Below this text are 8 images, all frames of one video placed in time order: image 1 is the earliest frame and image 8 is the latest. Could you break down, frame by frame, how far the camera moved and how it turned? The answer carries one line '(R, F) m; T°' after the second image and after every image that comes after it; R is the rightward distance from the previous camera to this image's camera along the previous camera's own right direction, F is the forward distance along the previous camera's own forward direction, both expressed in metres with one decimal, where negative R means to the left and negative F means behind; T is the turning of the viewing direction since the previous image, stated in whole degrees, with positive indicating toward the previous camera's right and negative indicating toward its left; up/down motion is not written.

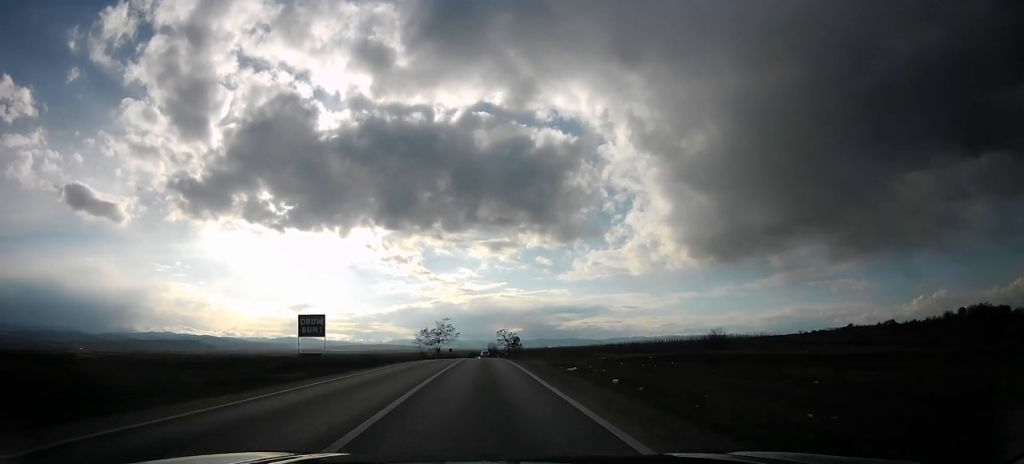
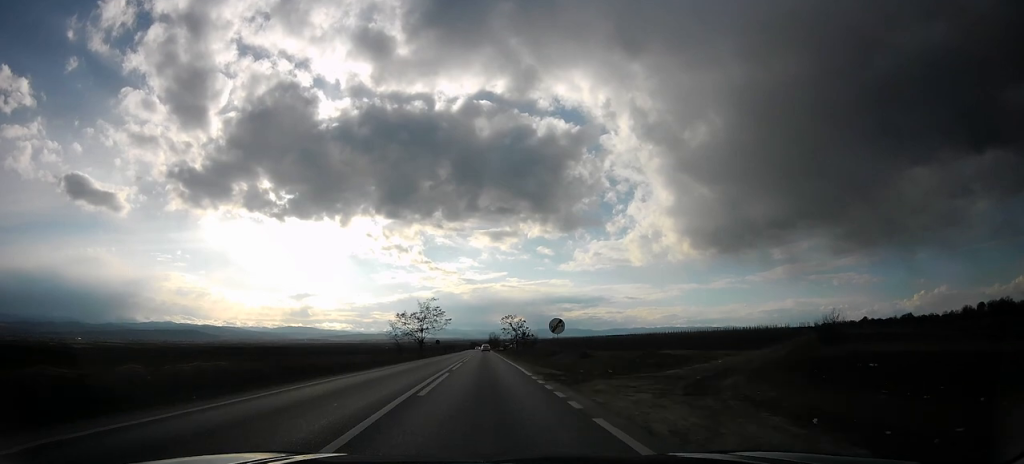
(-0.2, +29.4) m; 0°
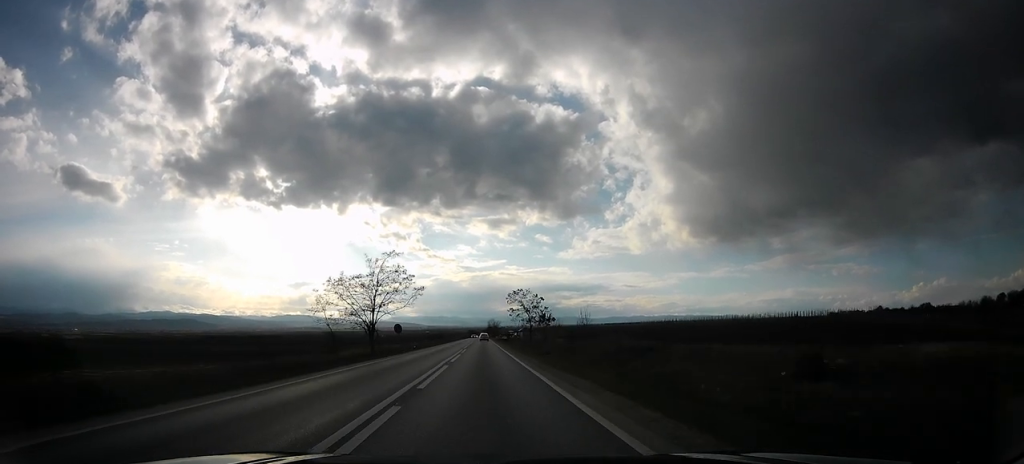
(+0.3, +32.6) m; +1°
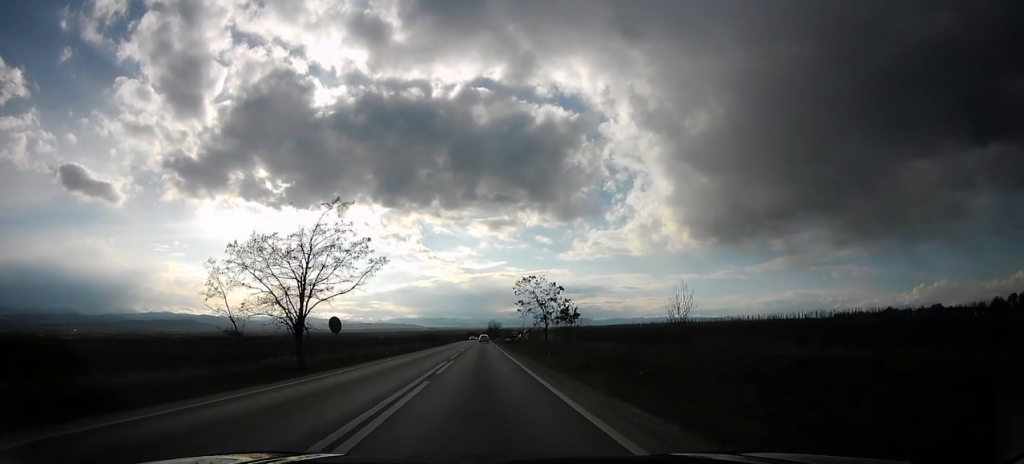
(+0.1, +17.5) m; 0°
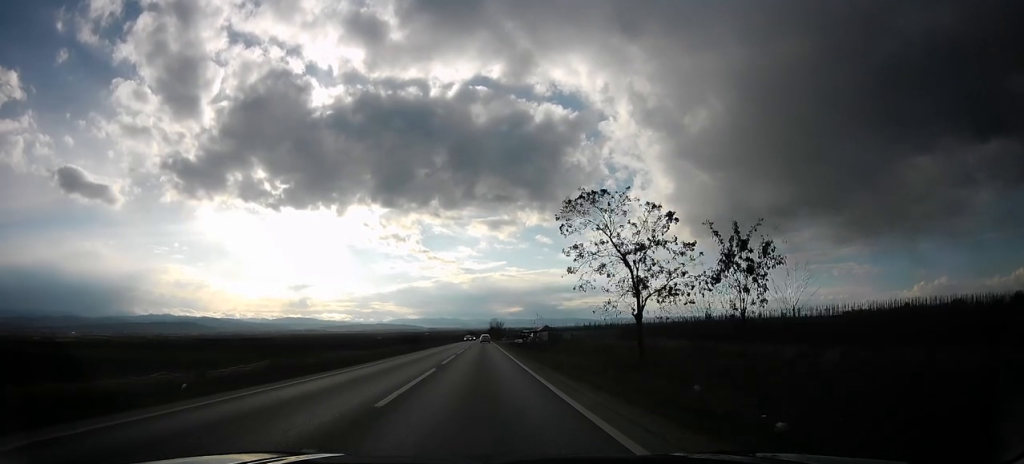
(0.0, +31.2) m; -1°
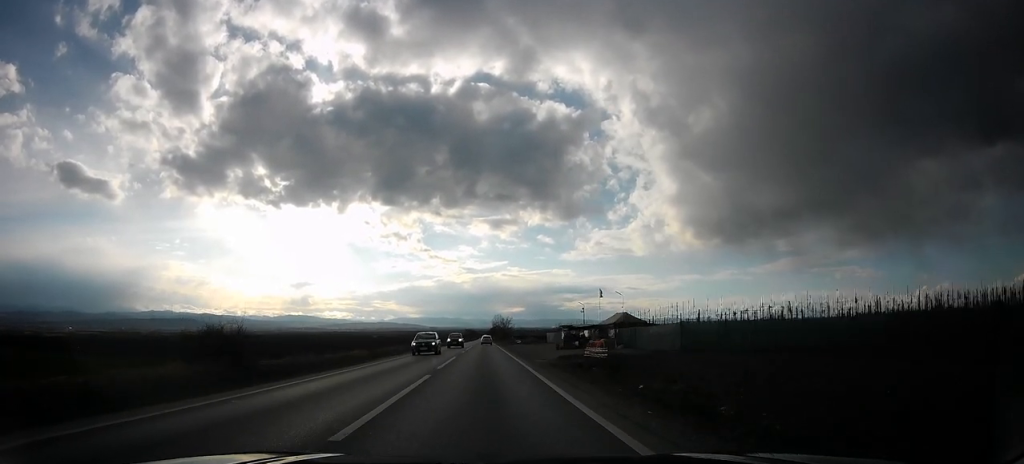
(-0.7, +55.5) m; -1°
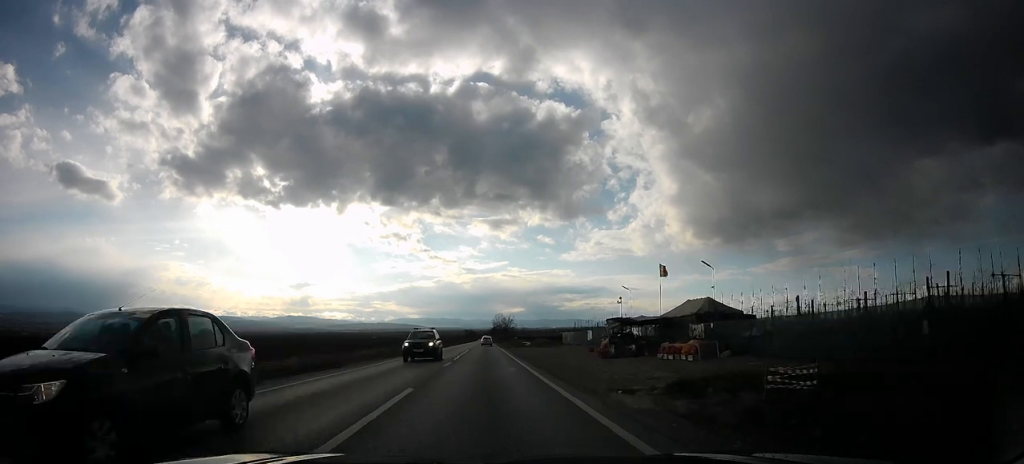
(0.0, +17.3) m; 0°
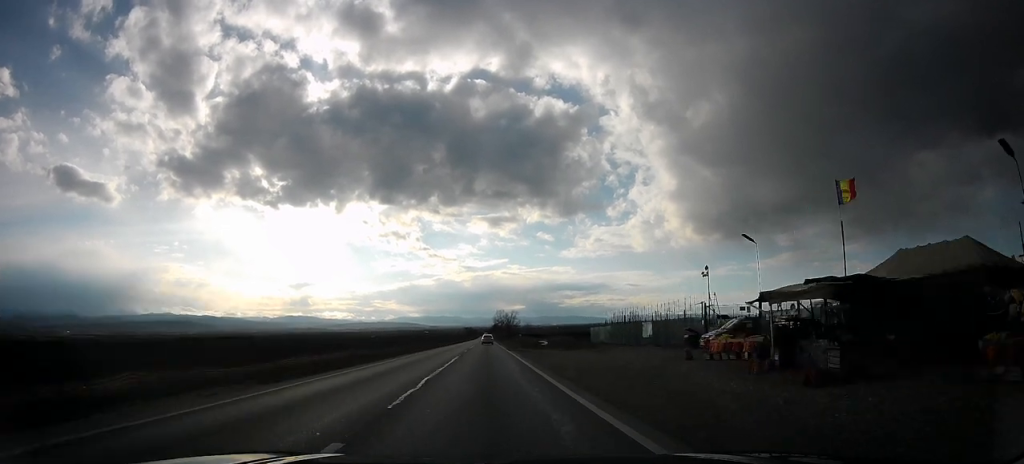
(0.0, +18.2) m; 0°
